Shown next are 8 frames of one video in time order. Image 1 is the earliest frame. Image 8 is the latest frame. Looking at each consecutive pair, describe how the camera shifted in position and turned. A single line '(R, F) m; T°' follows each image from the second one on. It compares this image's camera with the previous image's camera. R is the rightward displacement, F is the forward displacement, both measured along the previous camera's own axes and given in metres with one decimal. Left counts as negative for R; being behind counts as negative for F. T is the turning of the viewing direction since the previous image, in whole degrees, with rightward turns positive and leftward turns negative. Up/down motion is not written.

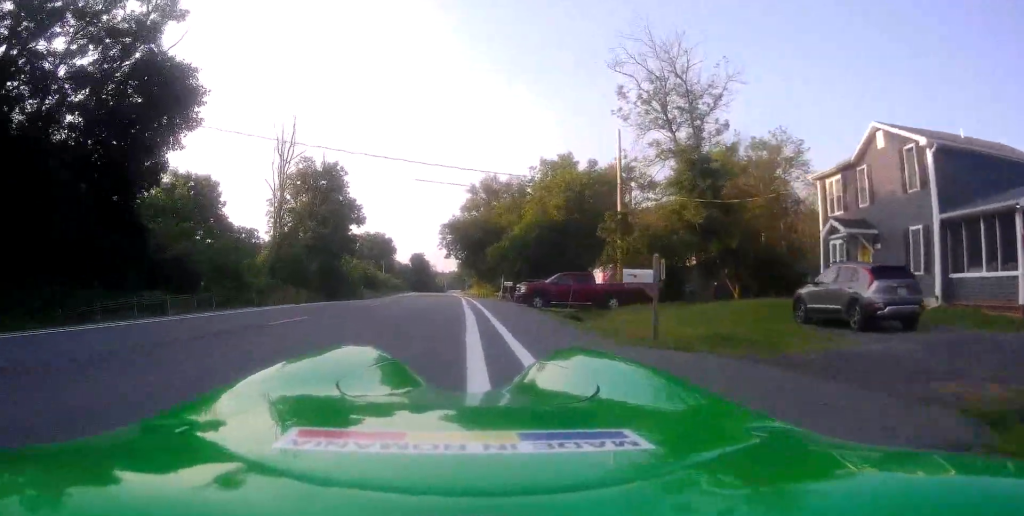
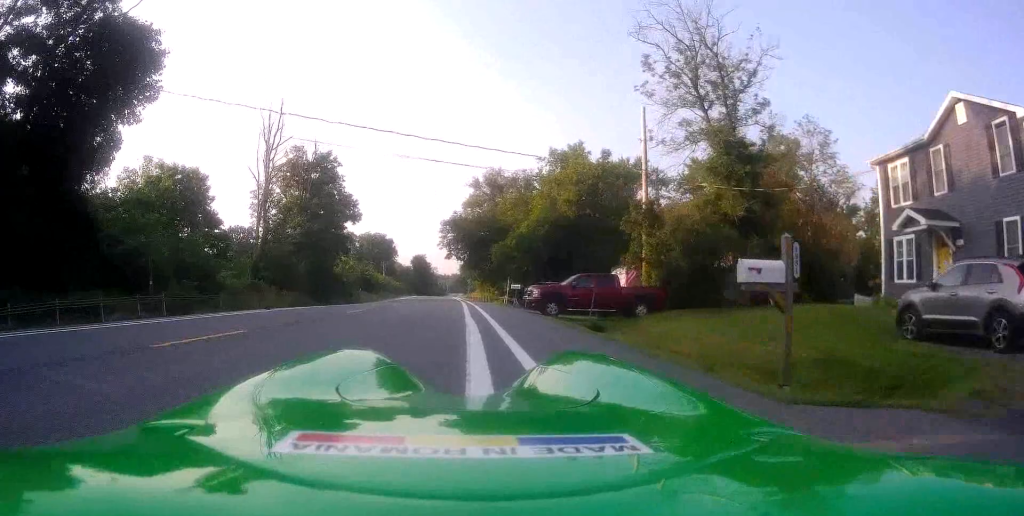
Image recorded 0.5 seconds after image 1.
(+0.1, +3.9) m; 0°
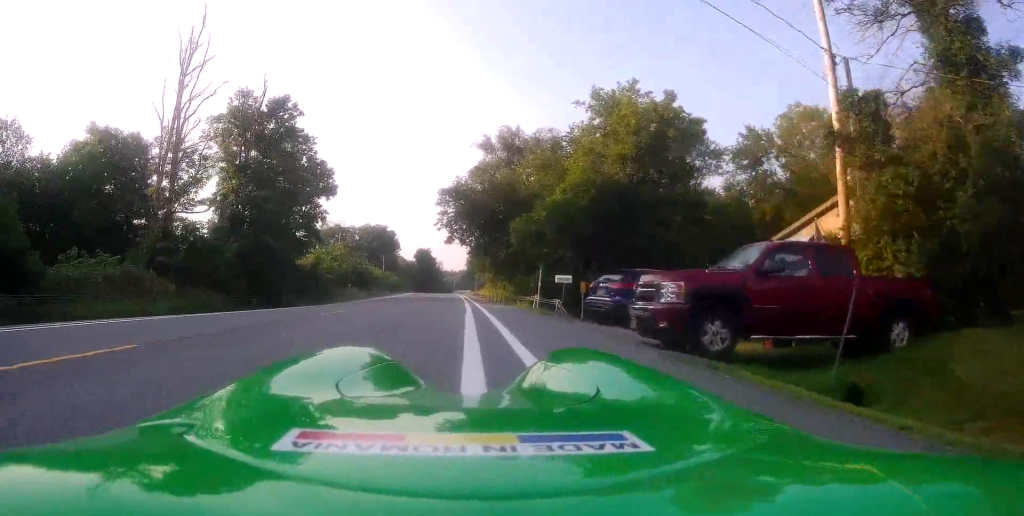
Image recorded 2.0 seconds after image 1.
(-0.7, +16.3) m; -2°
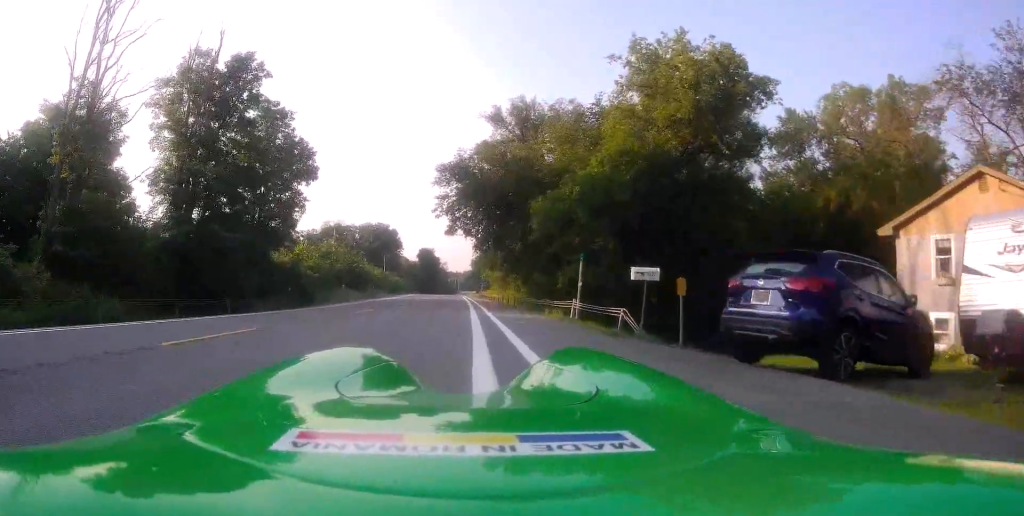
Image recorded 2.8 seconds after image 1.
(0.0, +8.7) m; +1°
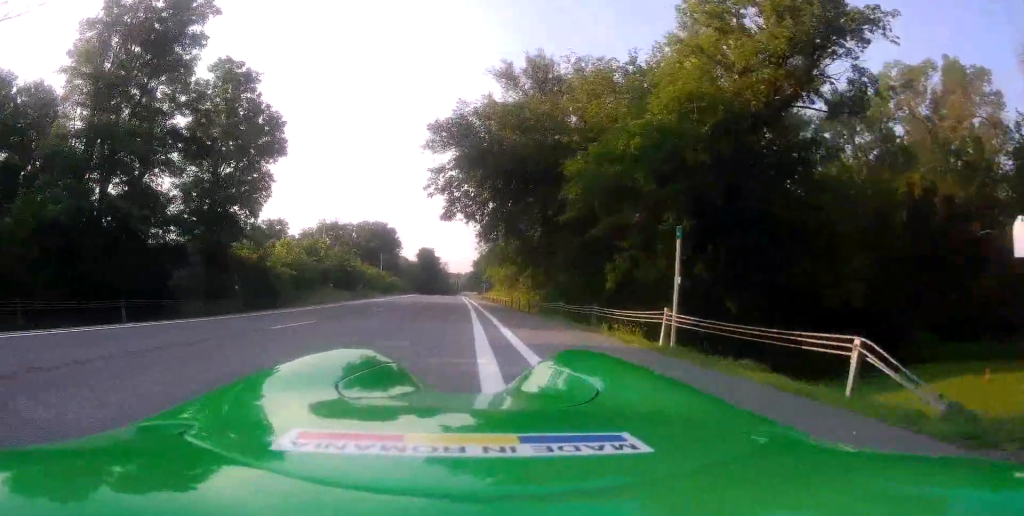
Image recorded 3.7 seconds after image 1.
(+0.1, +8.7) m; +1°
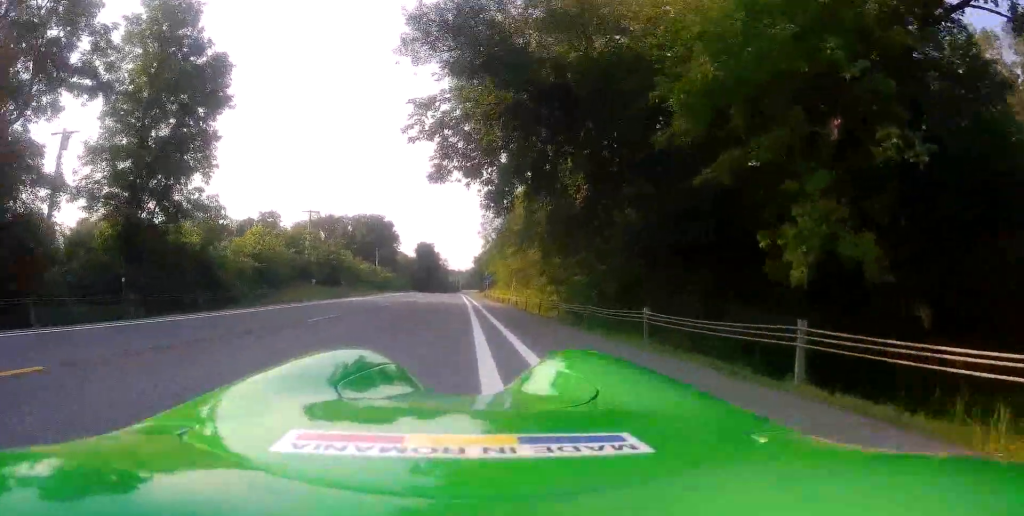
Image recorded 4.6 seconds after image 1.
(0.0, +9.9) m; 0°
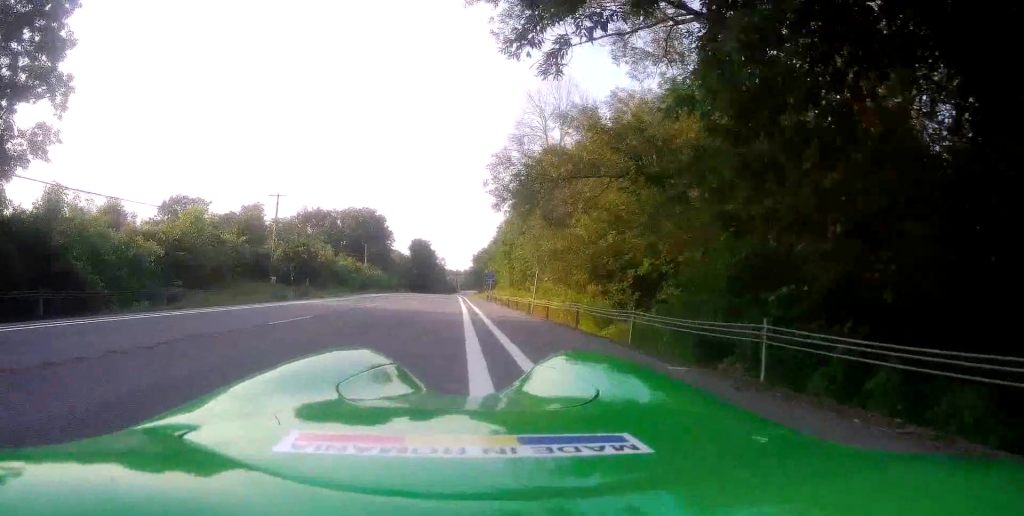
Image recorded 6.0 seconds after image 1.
(-0.2, +14.1) m; -1°
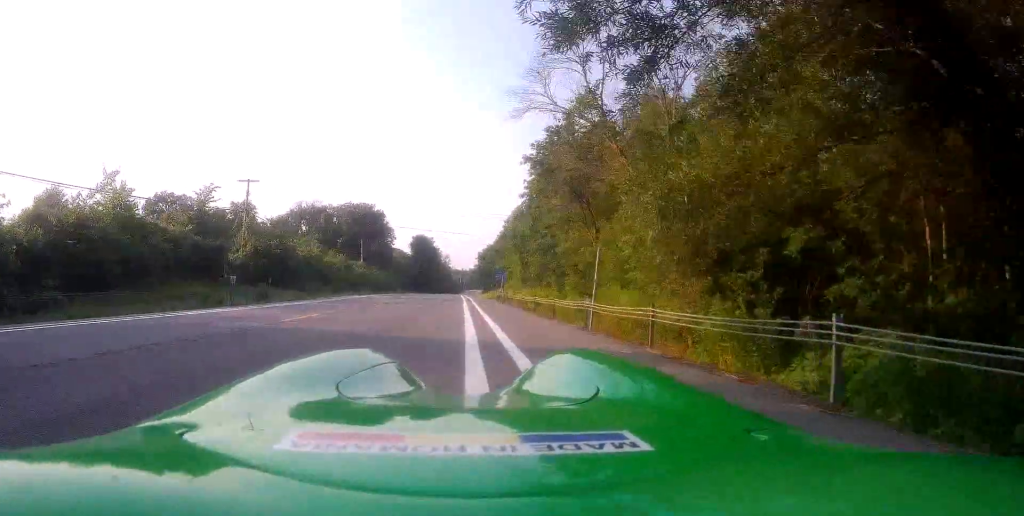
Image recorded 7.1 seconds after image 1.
(-0.1, +11.2) m; -1°
